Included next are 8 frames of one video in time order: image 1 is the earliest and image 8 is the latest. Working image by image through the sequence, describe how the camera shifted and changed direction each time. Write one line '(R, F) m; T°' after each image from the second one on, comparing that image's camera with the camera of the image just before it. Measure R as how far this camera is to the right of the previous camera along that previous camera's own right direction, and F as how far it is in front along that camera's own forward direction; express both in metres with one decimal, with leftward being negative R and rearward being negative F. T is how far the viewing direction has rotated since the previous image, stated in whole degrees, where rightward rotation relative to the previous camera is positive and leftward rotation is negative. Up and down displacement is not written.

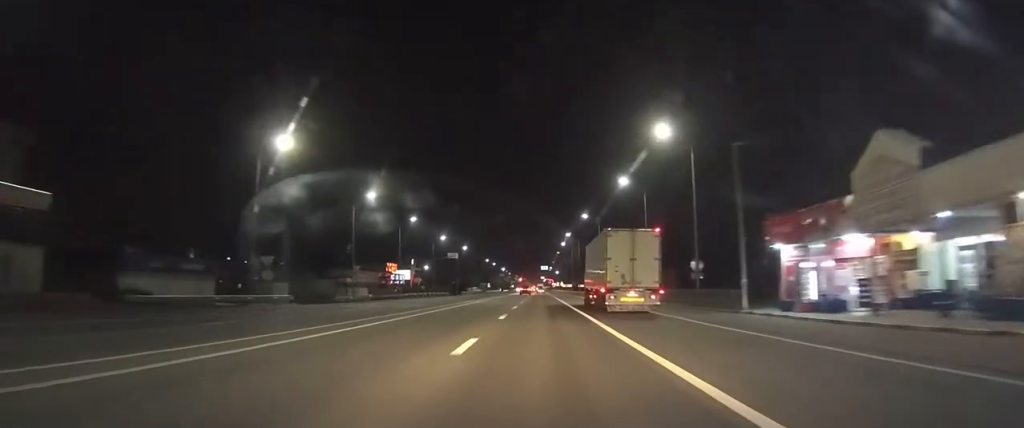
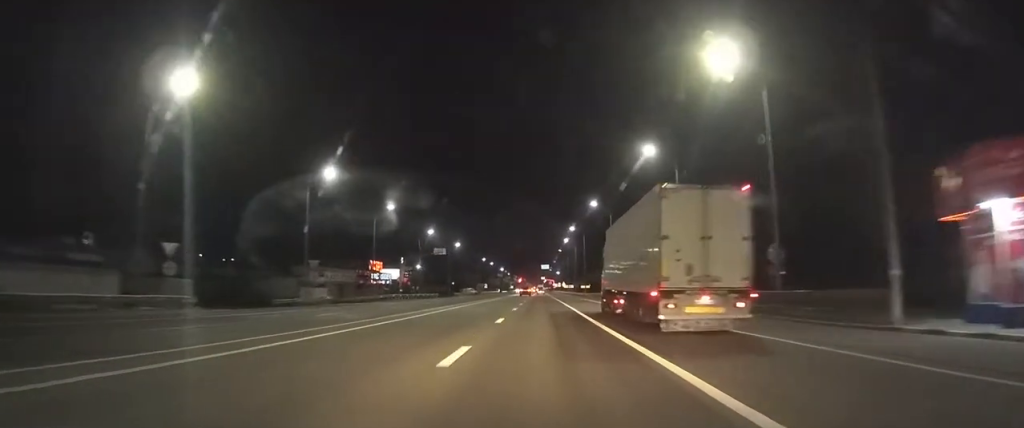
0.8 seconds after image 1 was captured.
(0.0, +13.9) m; 0°
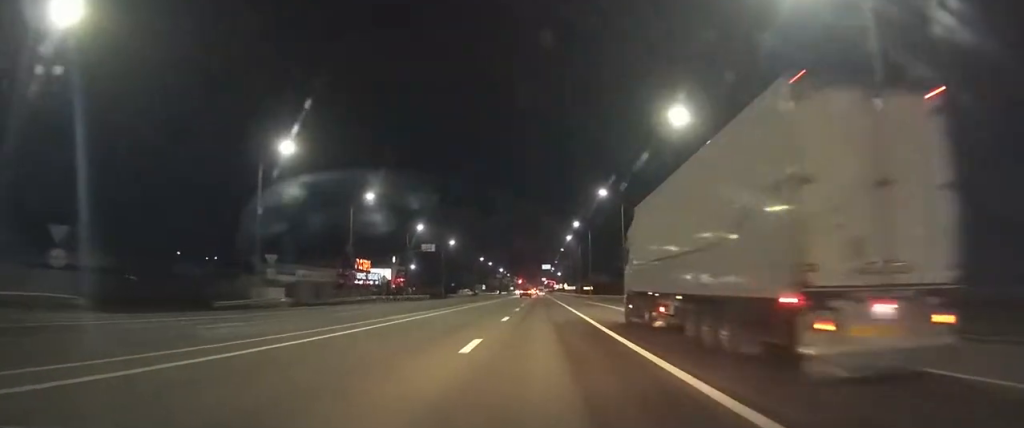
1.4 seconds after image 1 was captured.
(0.0, +9.8) m; 0°
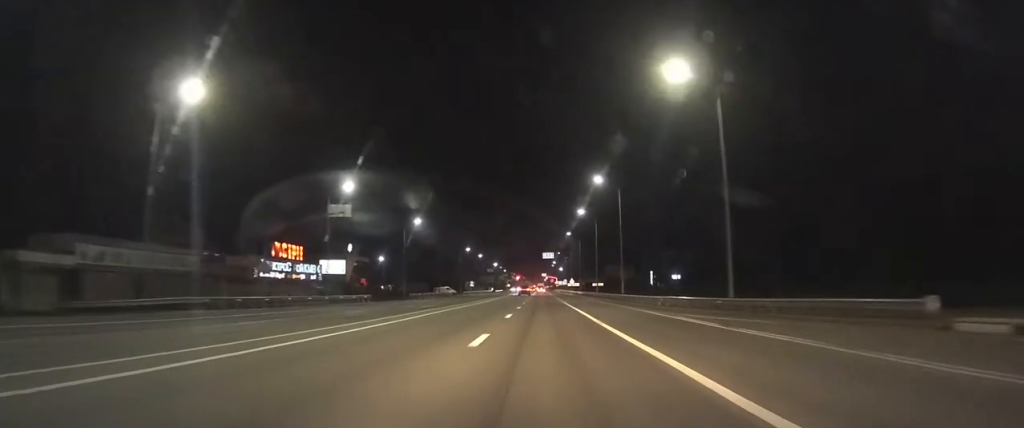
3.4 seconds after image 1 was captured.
(+0.1, +35.3) m; 0°
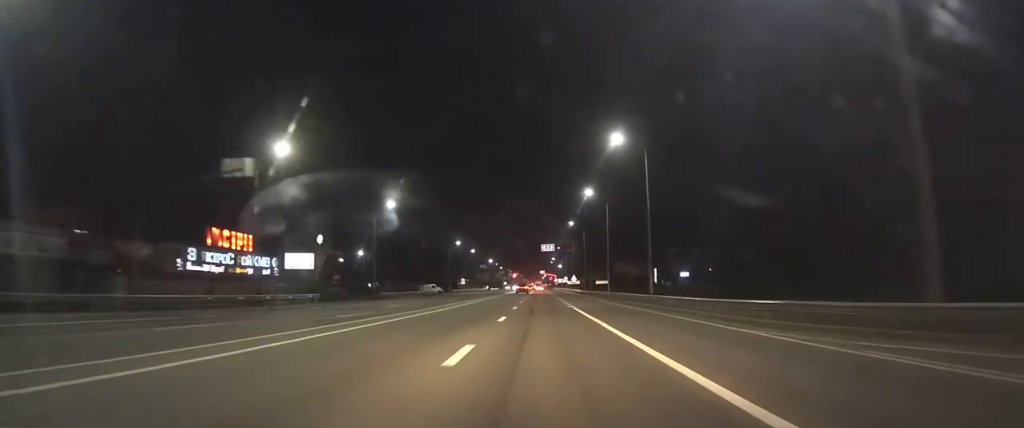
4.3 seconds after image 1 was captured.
(0.0, +15.2) m; 0°
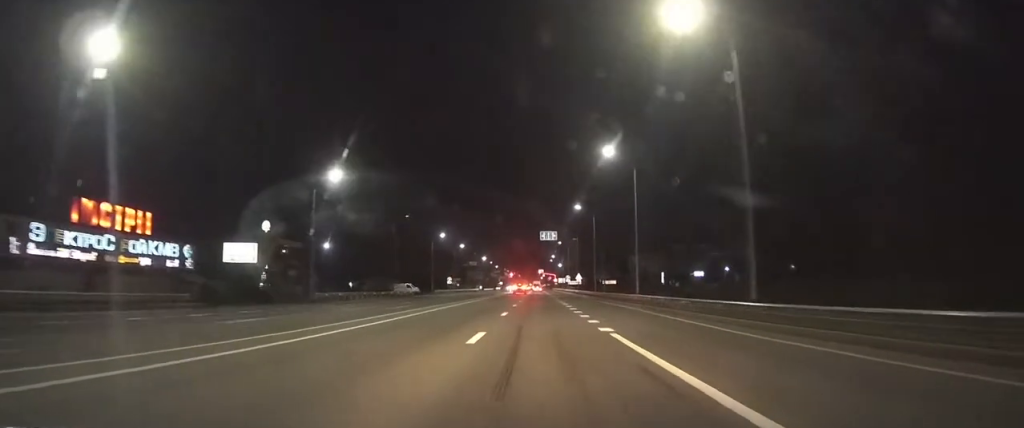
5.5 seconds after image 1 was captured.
(0.0, +20.0) m; 0°
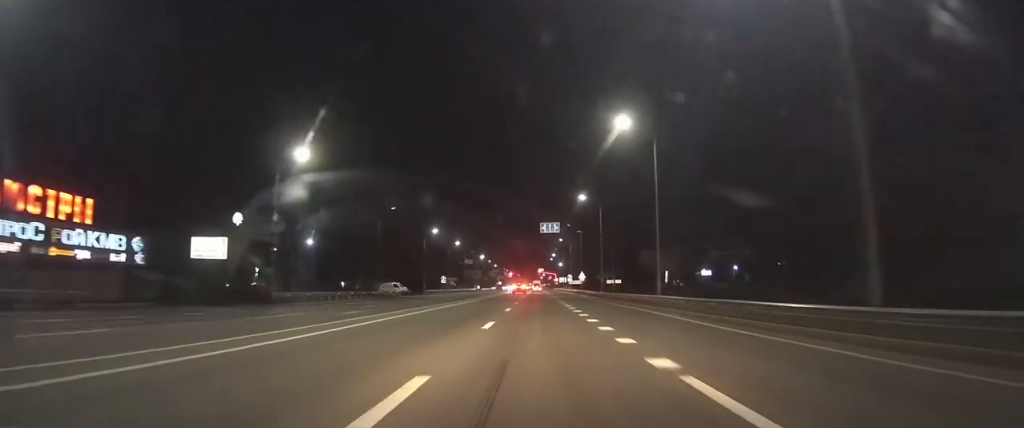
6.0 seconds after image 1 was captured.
(-0.1, +8.3) m; 0°
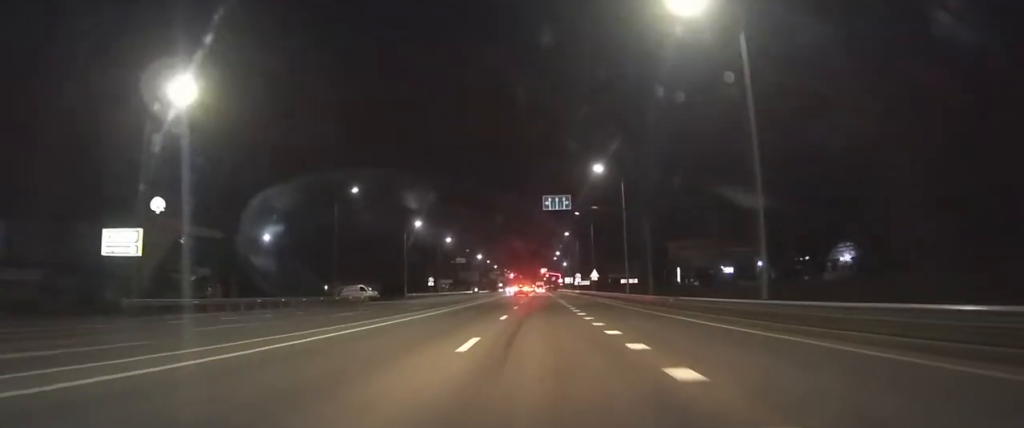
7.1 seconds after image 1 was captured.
(+0.1, +17.7) m; 0°
